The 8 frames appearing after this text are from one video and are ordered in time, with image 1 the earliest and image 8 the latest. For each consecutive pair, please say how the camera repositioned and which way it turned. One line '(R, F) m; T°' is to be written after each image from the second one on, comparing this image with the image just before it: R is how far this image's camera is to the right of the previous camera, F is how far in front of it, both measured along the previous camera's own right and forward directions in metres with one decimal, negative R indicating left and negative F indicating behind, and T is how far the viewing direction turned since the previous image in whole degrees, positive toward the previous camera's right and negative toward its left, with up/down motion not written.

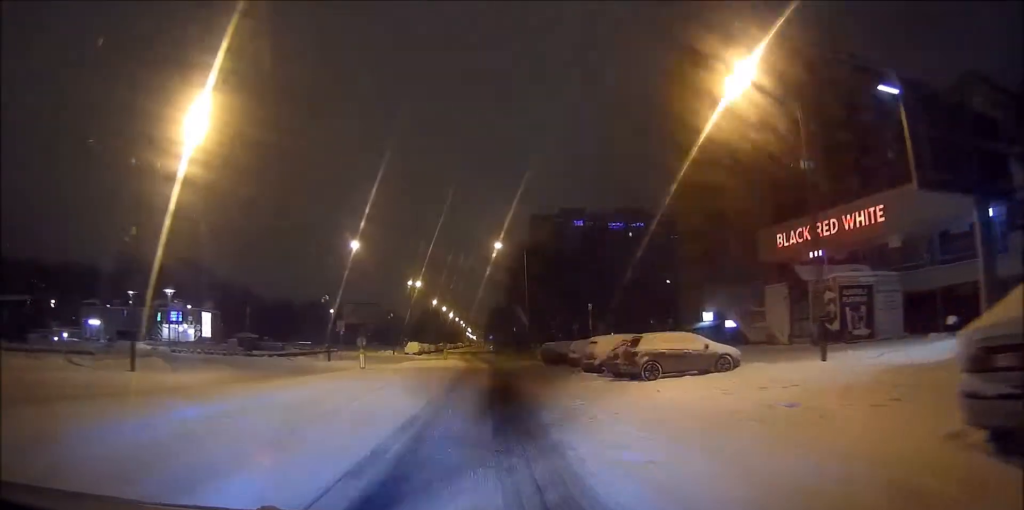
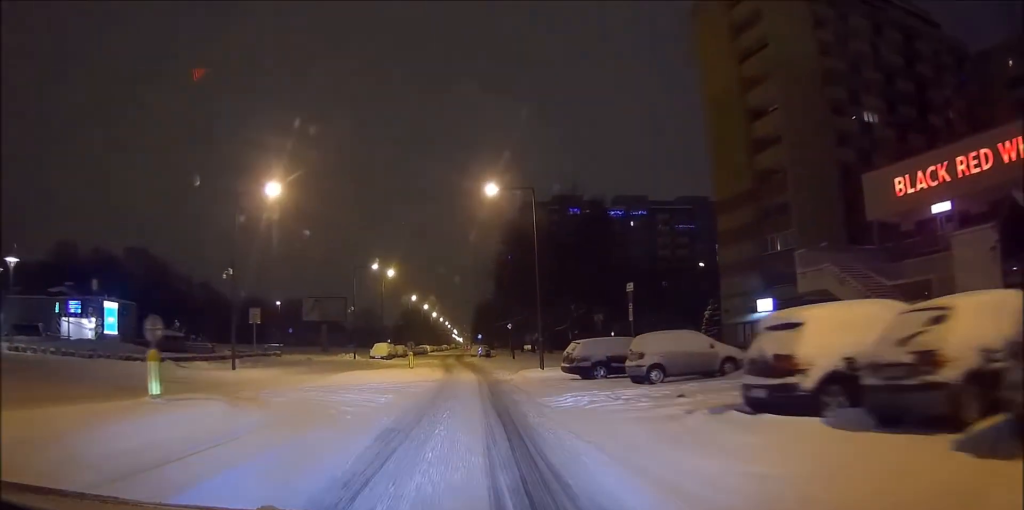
(-0.1, +18.2) m; -2°
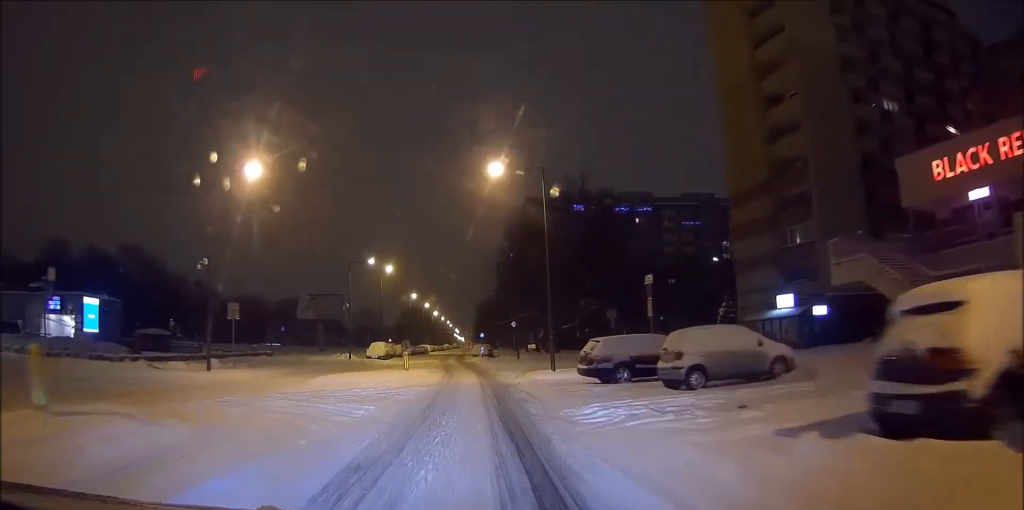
(0.0, +3.5) m; -1°
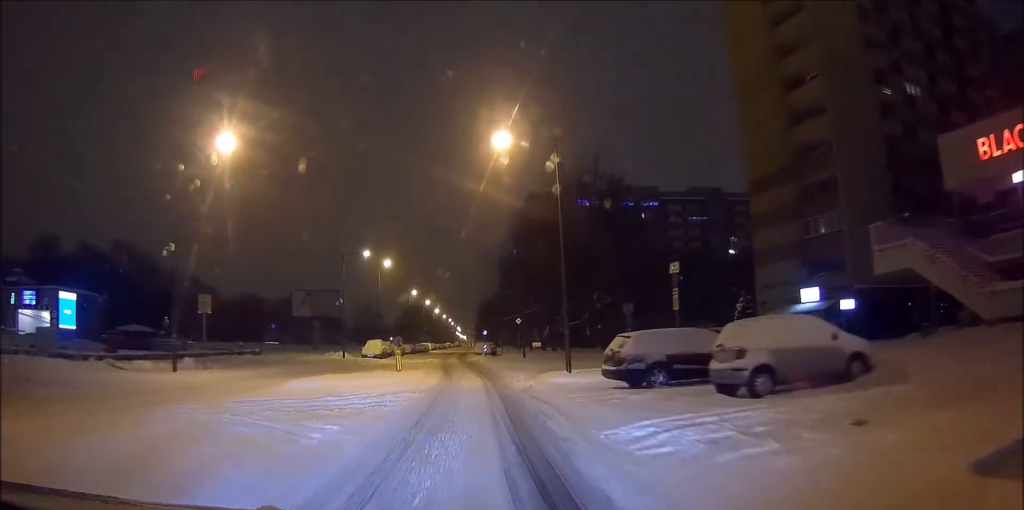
(0.0, +3.8) m; -1°
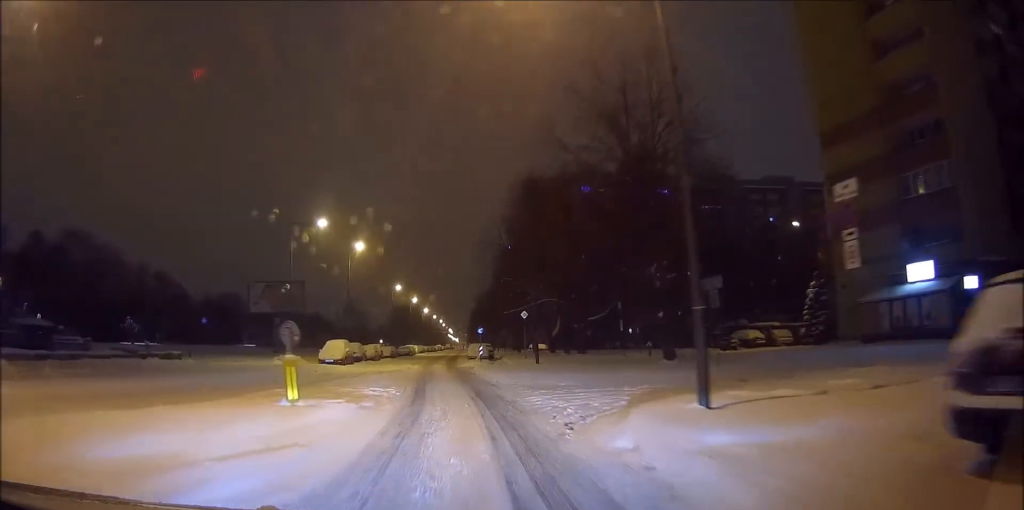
(-0.3, +14.7) m; -1°
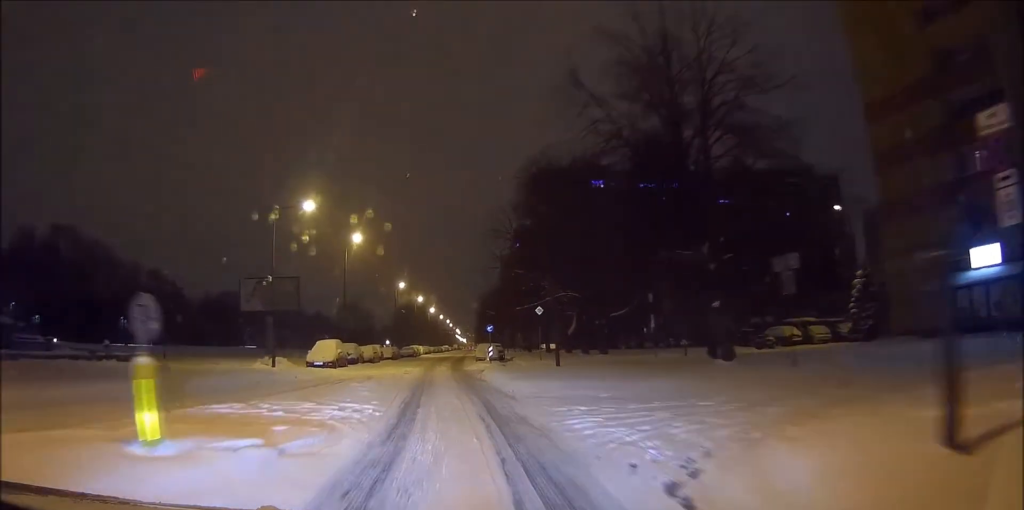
(+0.1, +5.8) m; +1°
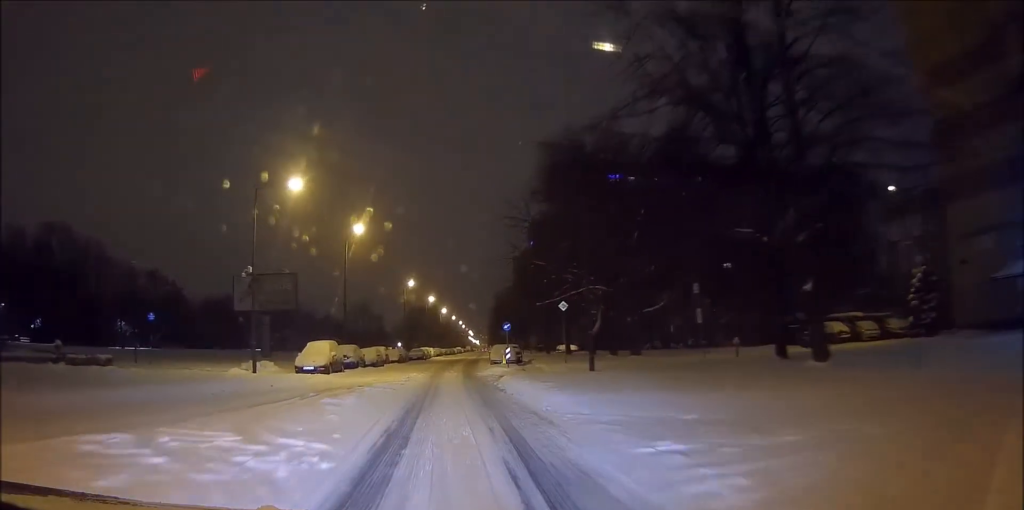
(+0.1, +5.8) m; +1°
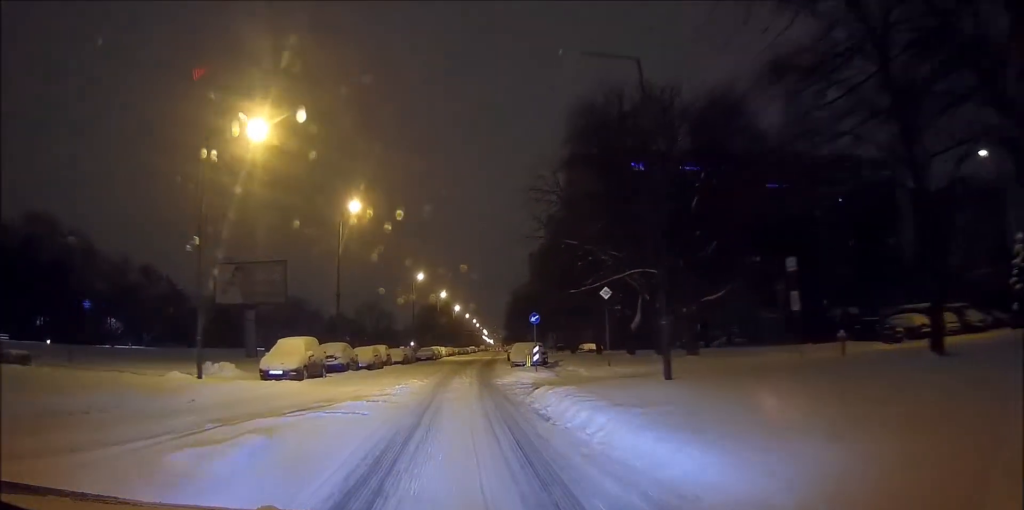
(+0.1, +8.7) m; -1°
